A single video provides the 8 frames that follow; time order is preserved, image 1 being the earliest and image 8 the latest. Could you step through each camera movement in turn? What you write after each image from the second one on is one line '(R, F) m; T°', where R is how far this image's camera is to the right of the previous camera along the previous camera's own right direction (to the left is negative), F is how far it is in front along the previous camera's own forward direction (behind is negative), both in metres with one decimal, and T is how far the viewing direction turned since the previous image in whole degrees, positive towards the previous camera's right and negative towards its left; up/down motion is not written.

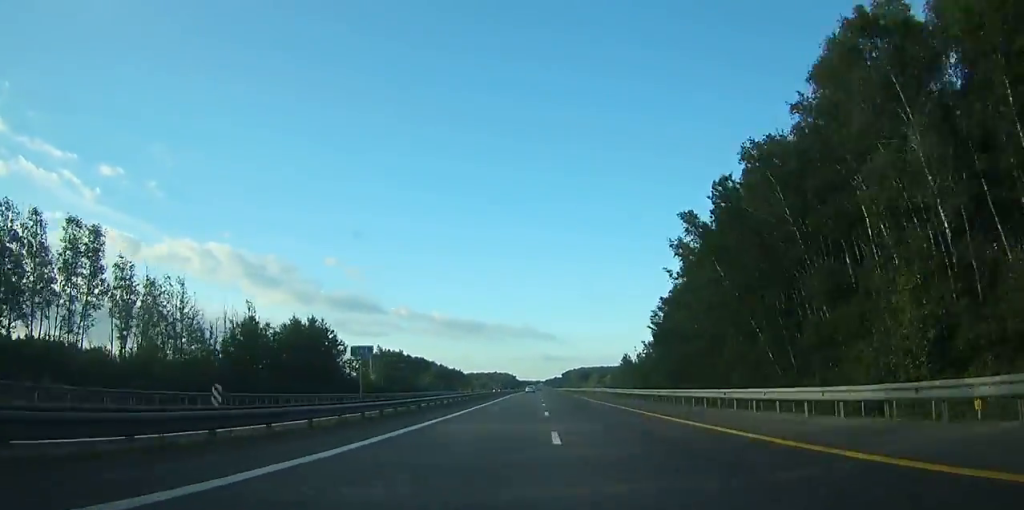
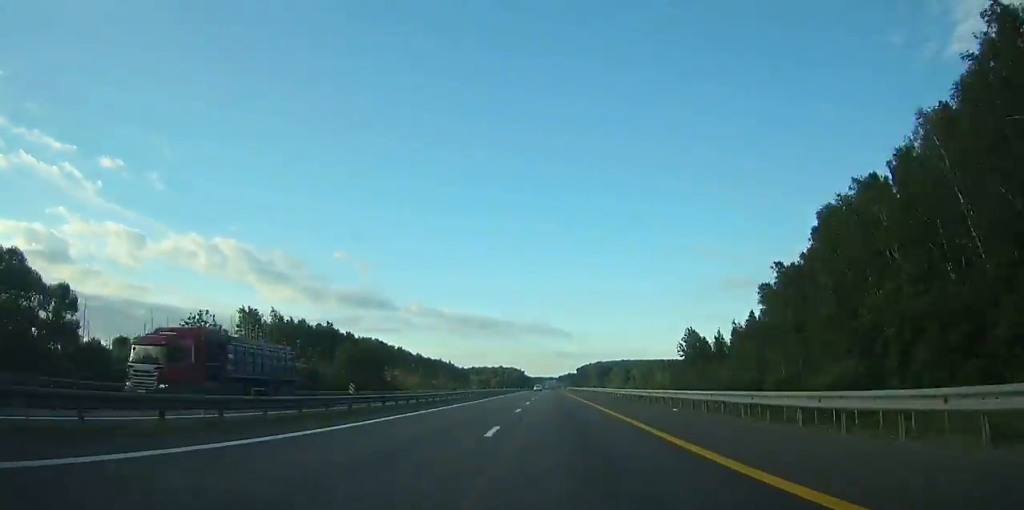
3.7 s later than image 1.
(-0.4, +109.2) m; -1°
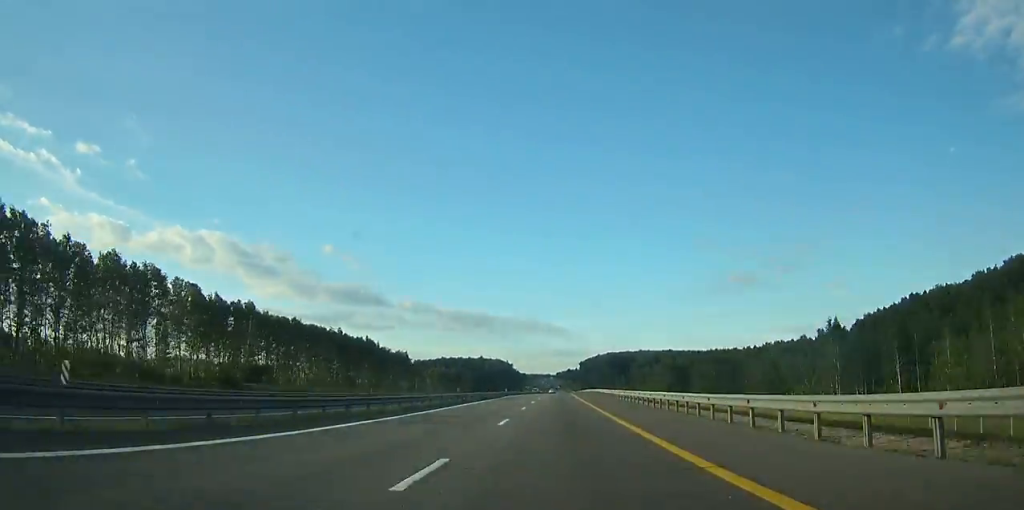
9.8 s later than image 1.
(-0.1, +168.5) m; +1°
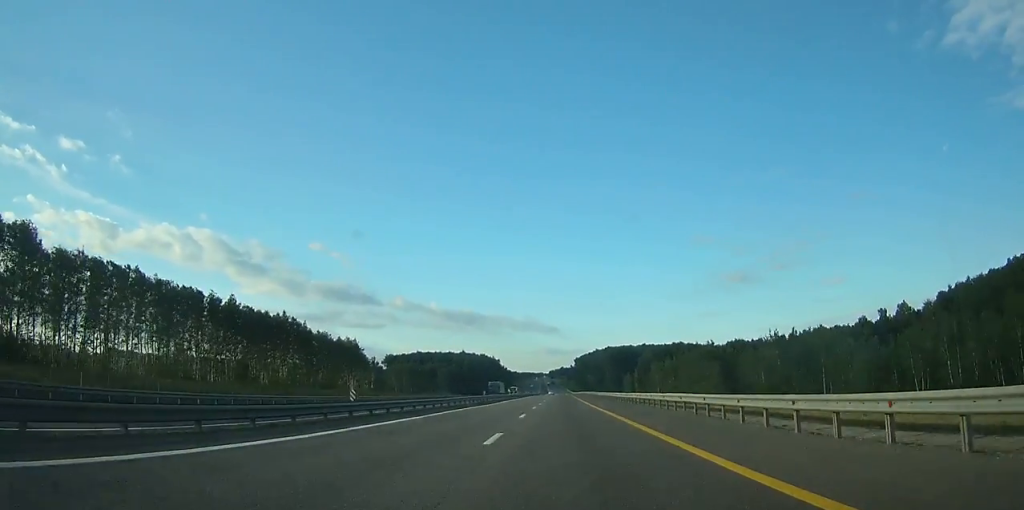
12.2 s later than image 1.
(+0.3, +61.5) m; +1°
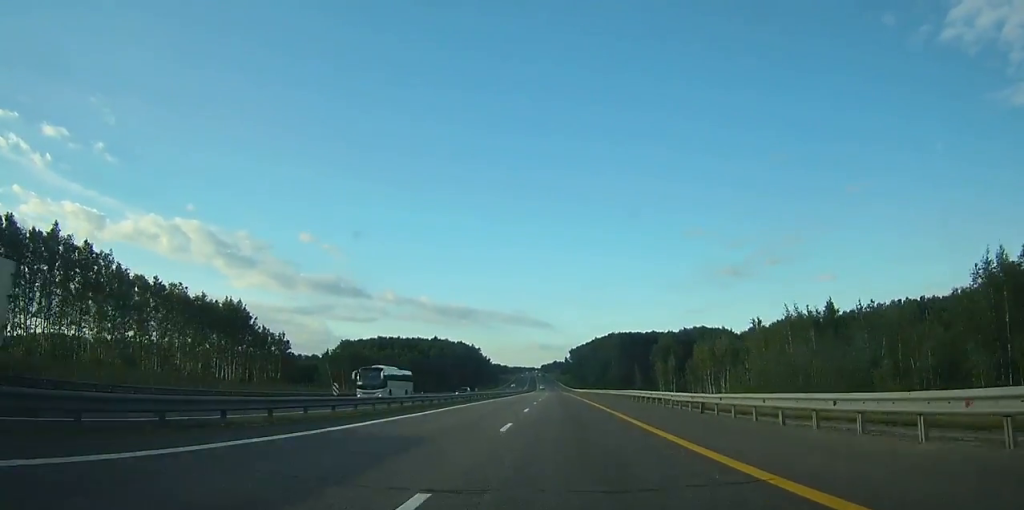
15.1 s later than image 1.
(+0.4, +75.1) m; 0°
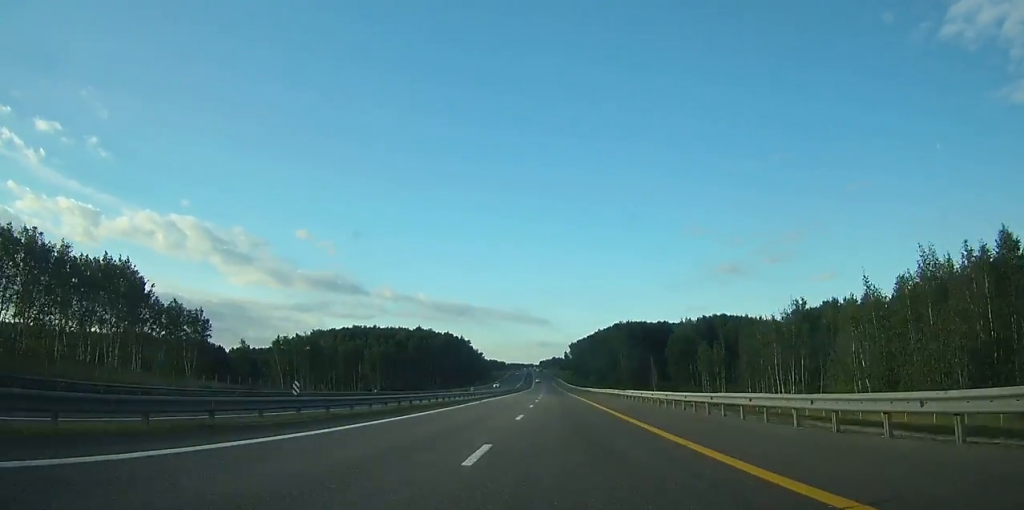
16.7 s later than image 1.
(+0.1, +41.8) m; 0°
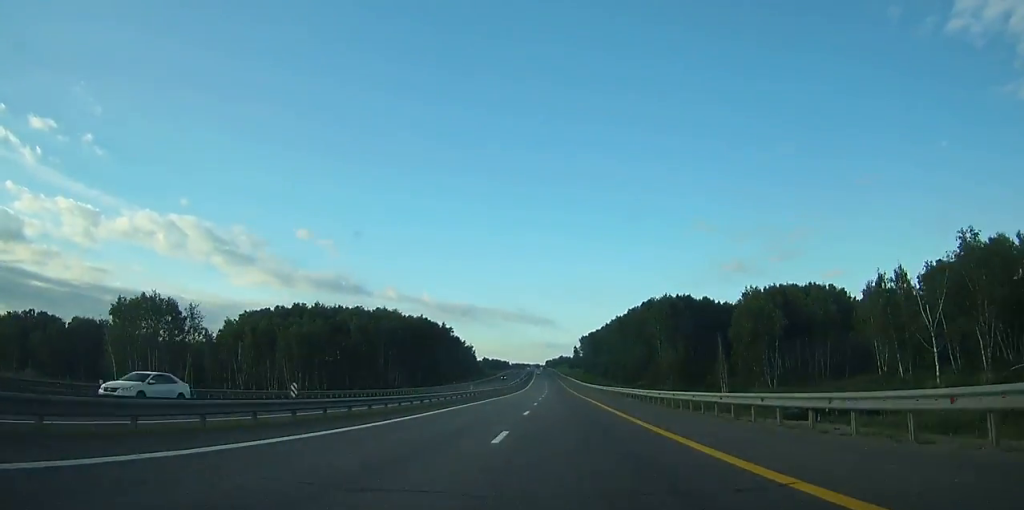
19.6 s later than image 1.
(-0.1, +79.6) m; 0°
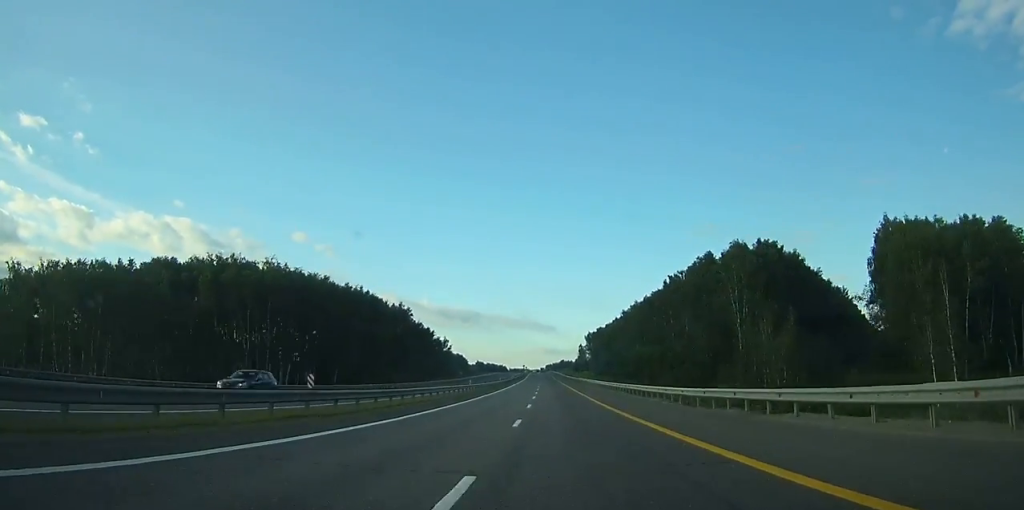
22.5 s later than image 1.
(-0.3, +84.1) m; 0°
